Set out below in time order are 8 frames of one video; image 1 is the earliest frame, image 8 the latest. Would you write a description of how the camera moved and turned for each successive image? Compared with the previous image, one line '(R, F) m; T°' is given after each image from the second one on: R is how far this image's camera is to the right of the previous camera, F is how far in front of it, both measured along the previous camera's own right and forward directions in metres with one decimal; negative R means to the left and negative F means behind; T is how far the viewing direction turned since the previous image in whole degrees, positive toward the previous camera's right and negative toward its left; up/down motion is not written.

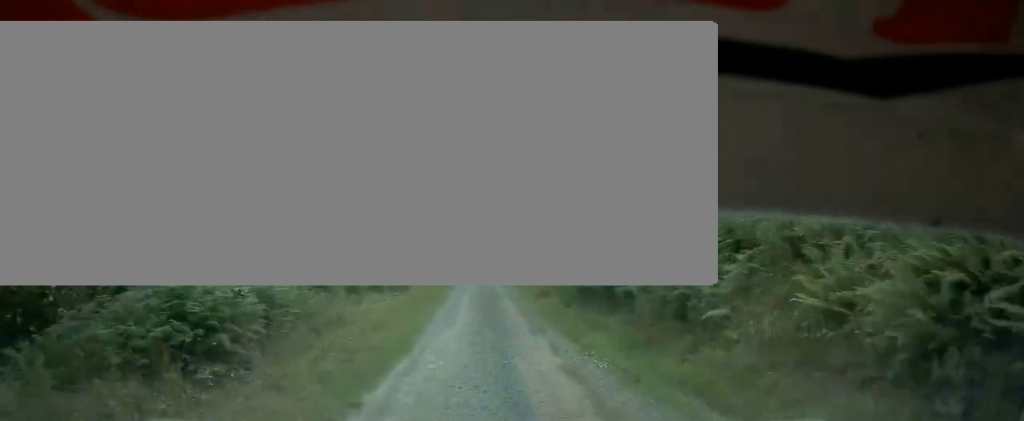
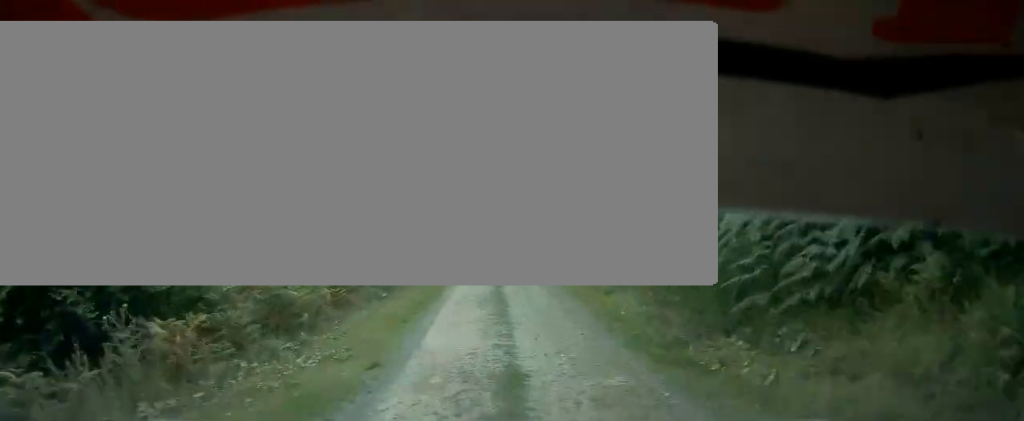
(+0.7, +32.4) m; +3°
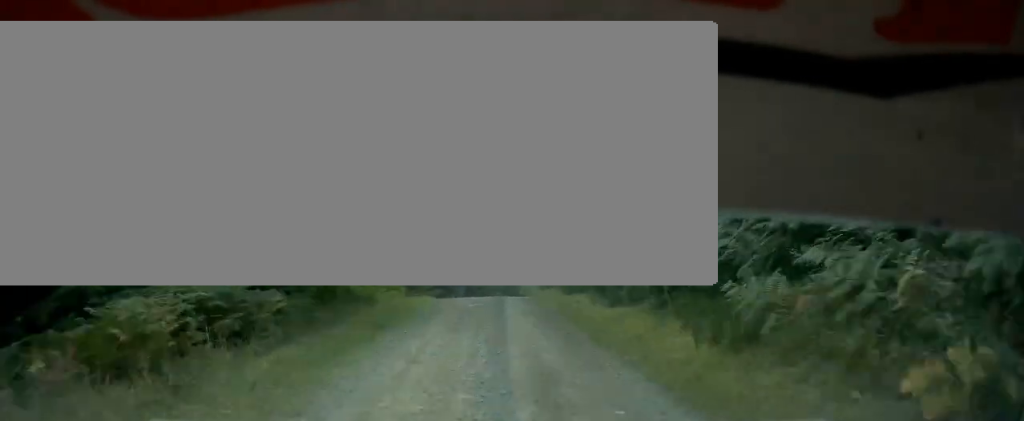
(+1.7, +43.9) m; +4°
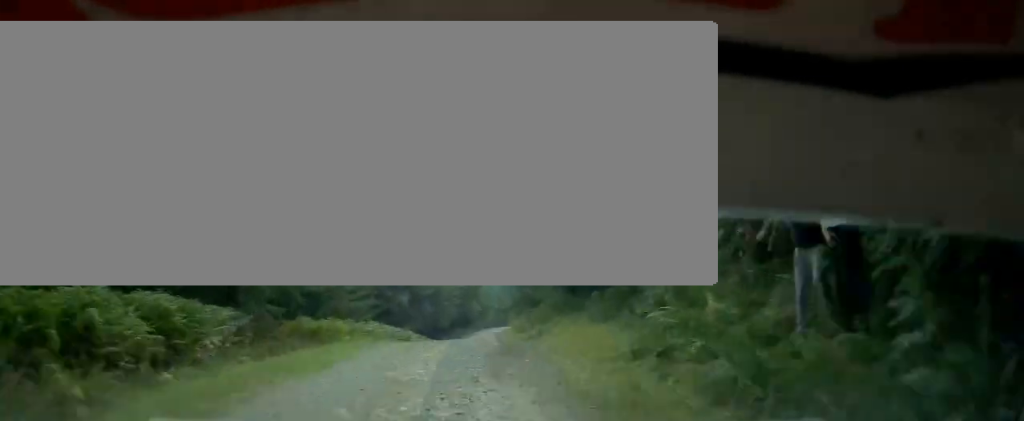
(+0.3, +19.1) m; +1°
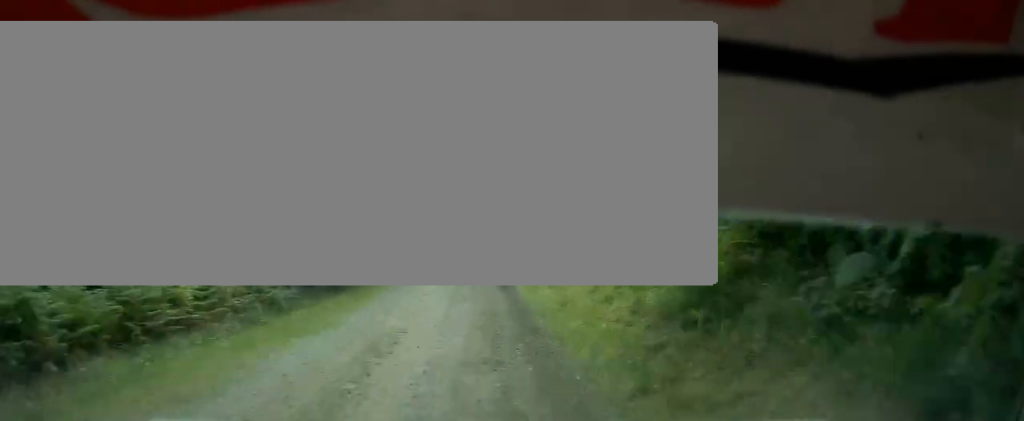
(+0.3, +36.5) m; 0°
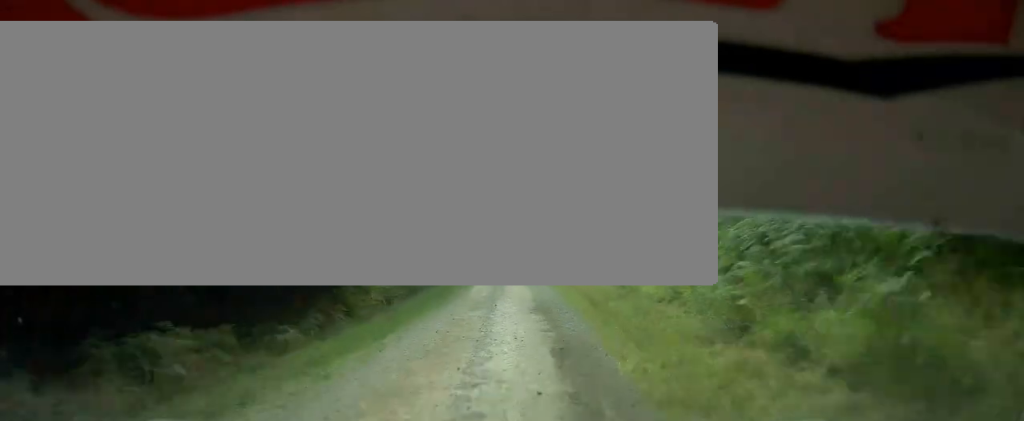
(-0.6, +36.5) m; -1°
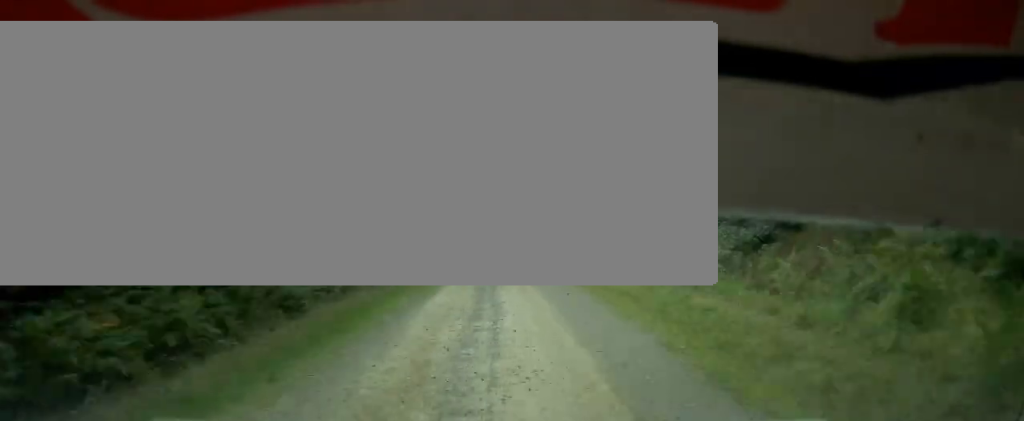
(+0.1, +15.6) m; -1°
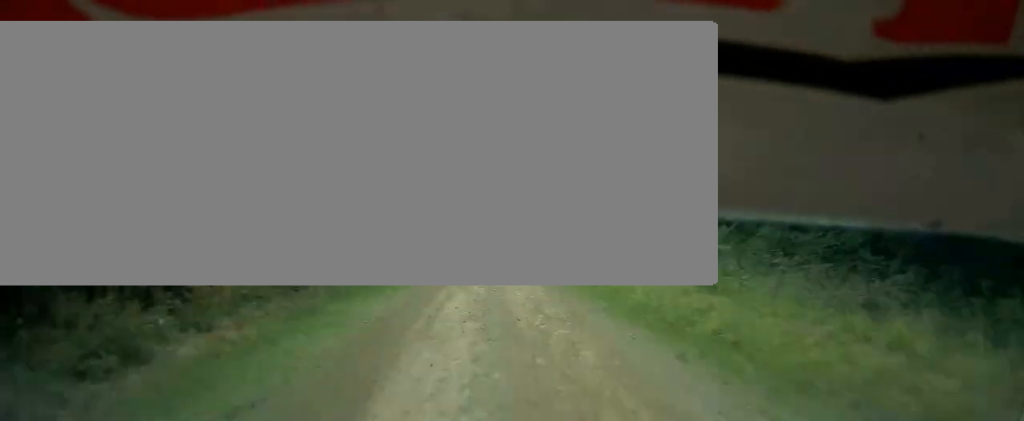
(-1.2, +87.3) m; -2°
